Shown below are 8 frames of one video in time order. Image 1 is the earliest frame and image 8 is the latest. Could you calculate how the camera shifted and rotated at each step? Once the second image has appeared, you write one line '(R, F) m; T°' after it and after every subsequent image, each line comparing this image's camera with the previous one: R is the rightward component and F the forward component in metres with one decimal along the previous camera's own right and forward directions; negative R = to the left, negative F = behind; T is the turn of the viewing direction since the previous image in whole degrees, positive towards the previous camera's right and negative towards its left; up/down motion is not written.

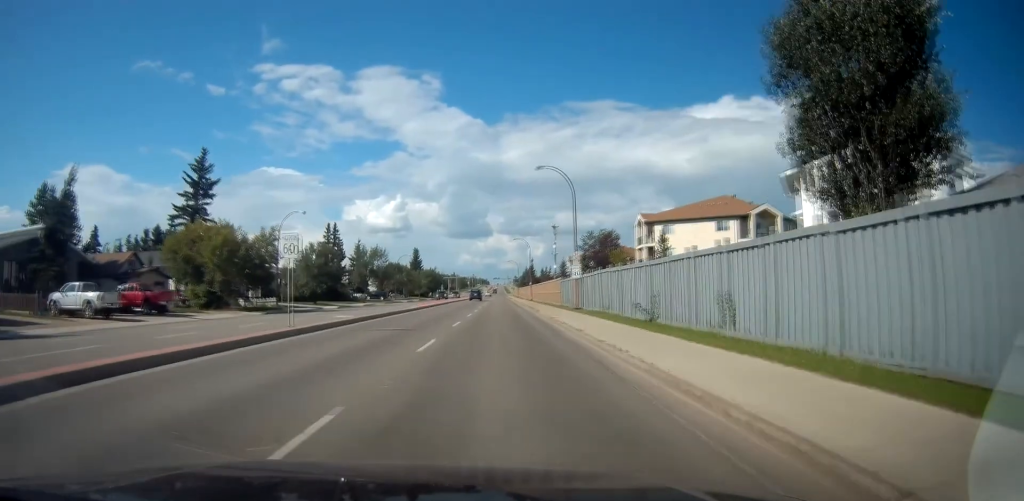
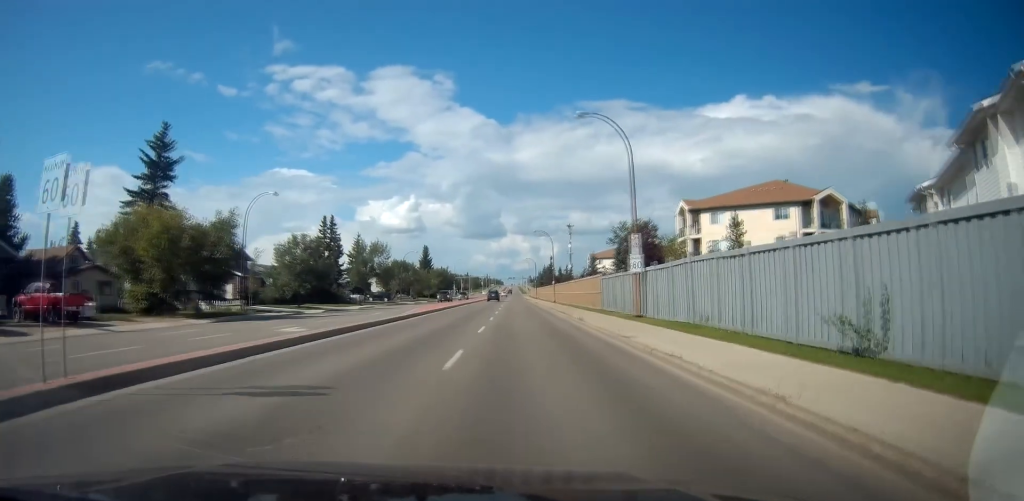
(-0.2, +11.6) m; -1°
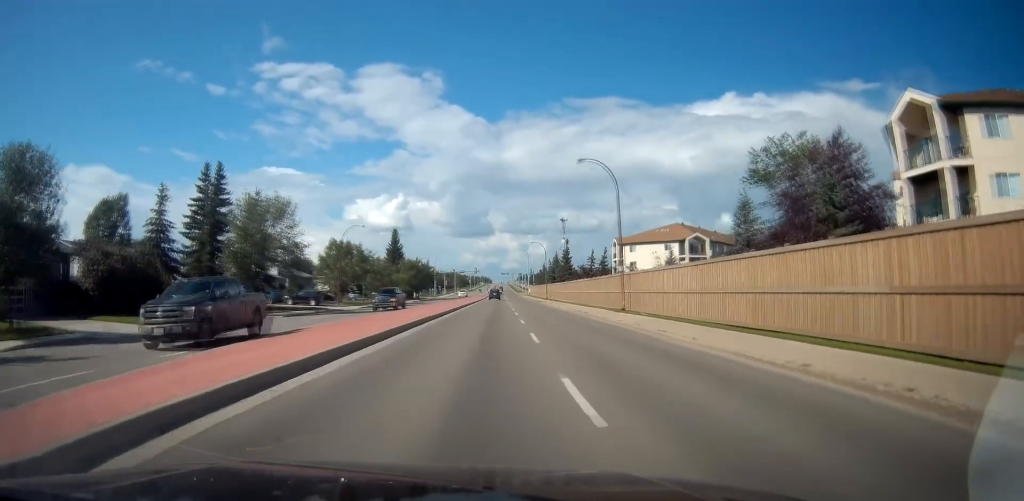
(+0.9, +40.2) m; +2°
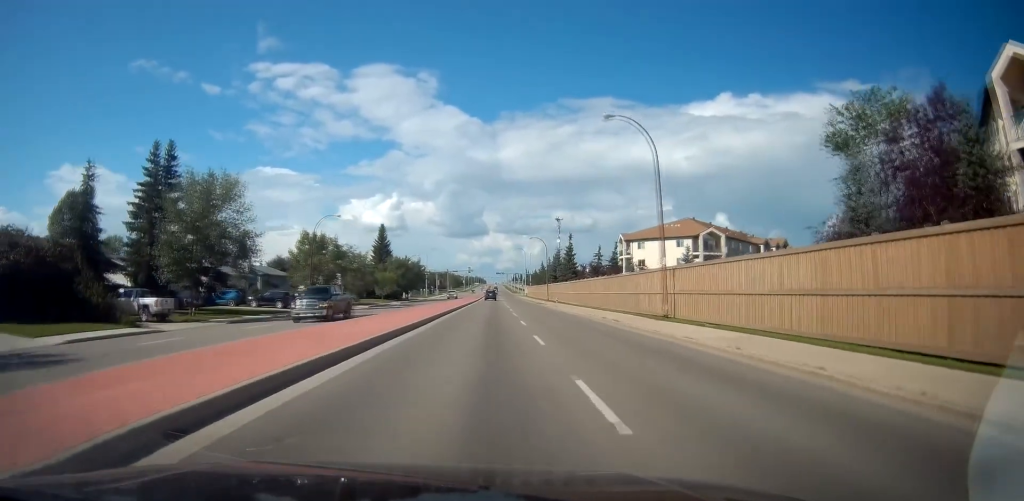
(0.0, +9.2) m; +1°
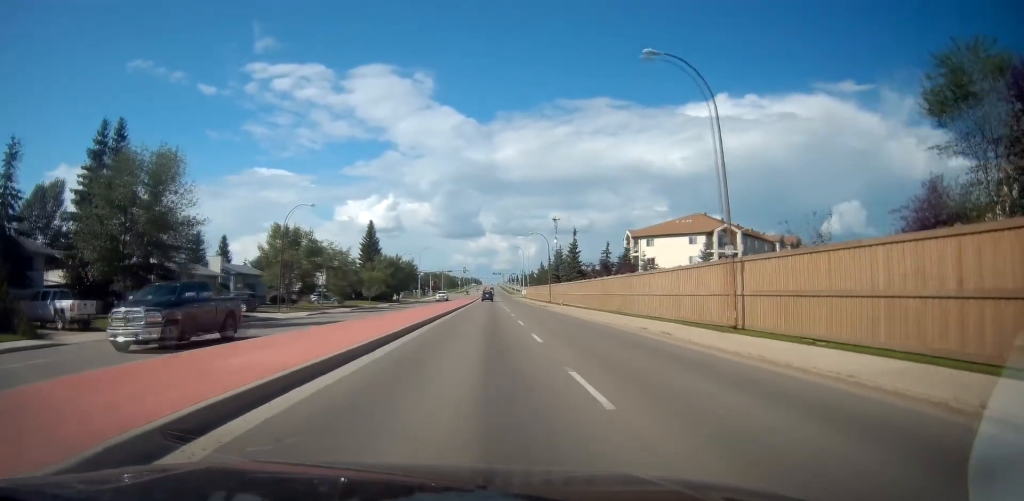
(+0.2, +7.7) m; +1°
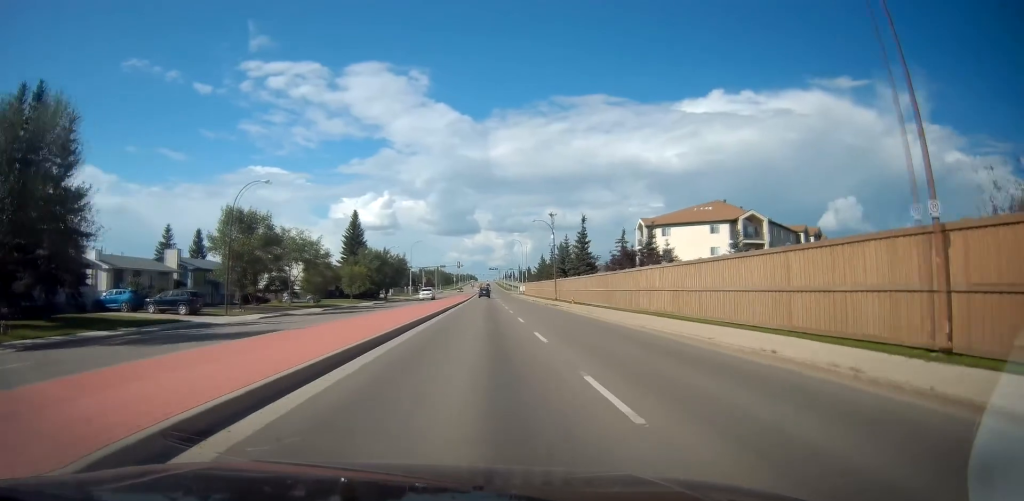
(+0.1, +10.1) m; 0°
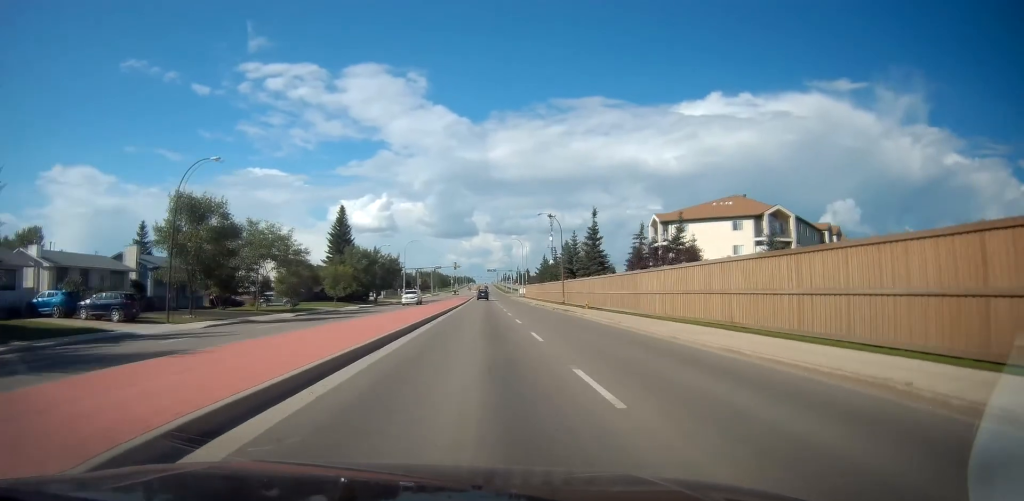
(0.0, +7.9) m; 0°
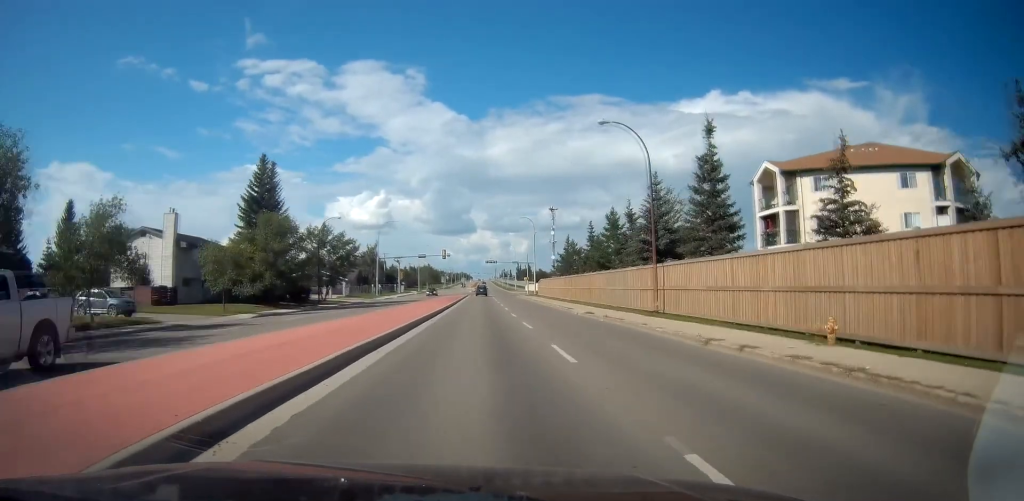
(0.0, +32.2) m; 0°
